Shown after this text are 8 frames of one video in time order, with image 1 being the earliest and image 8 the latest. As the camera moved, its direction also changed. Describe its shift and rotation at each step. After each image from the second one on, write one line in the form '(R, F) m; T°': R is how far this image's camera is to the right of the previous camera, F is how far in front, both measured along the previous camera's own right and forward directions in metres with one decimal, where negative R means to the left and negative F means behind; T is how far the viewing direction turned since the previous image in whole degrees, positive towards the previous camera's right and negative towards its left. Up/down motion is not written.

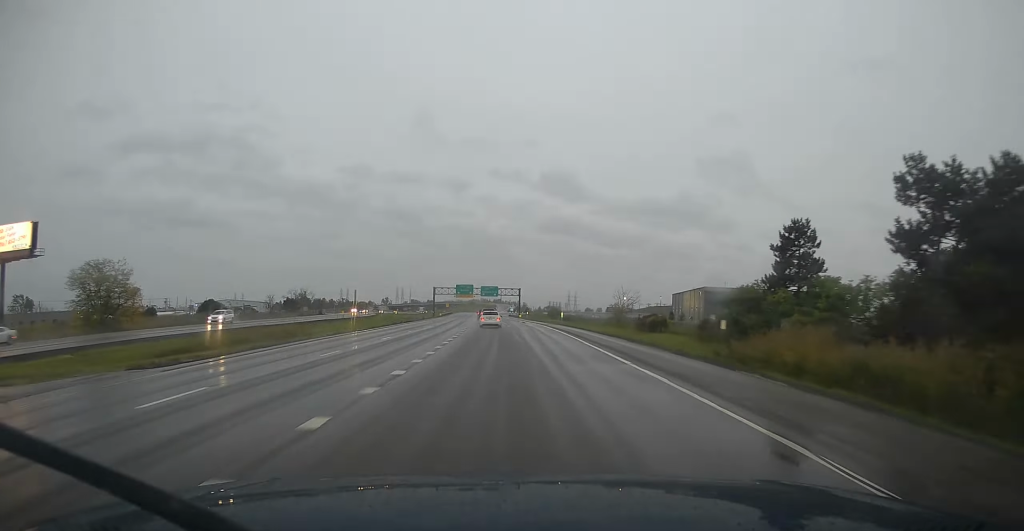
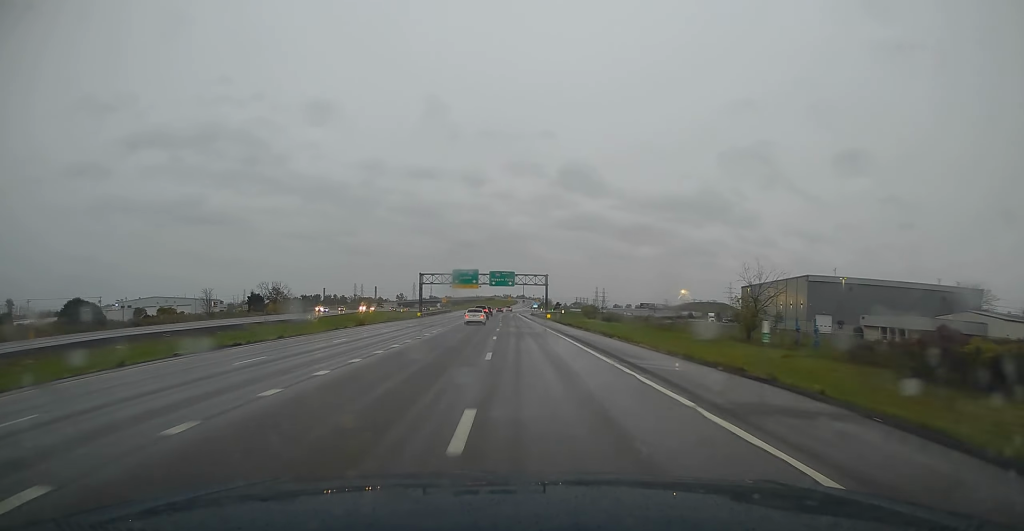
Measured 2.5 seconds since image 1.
(-0.3, +51.5) m; +1°
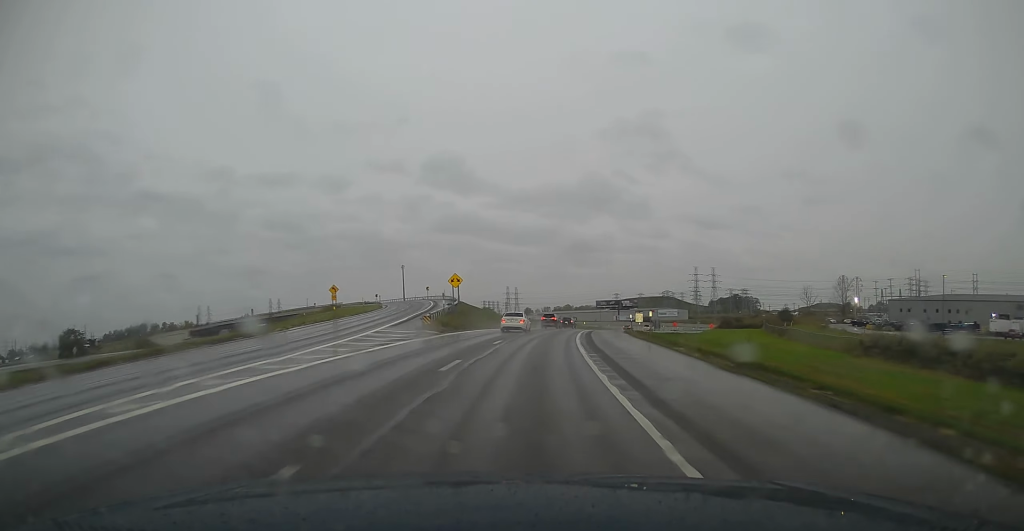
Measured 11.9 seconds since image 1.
(+17.9, +207.2) m; +16°
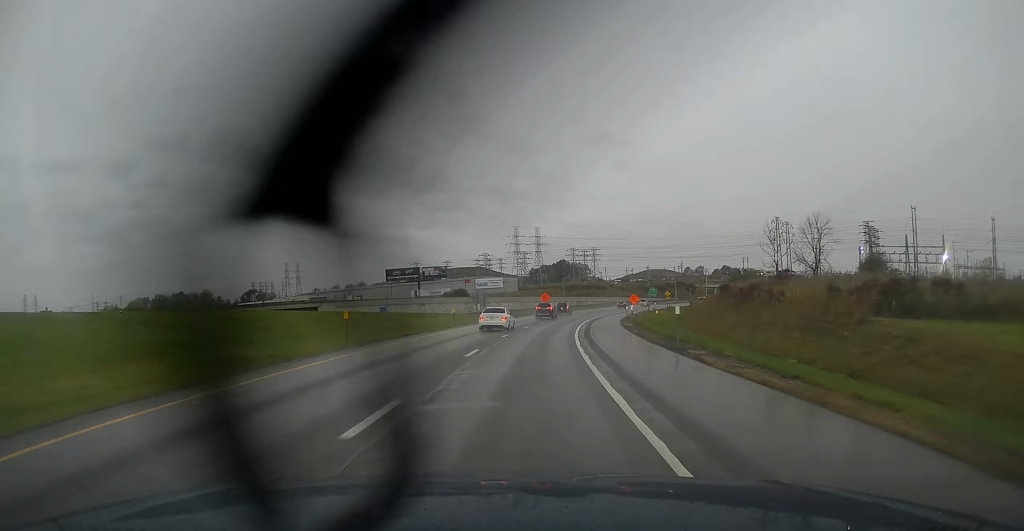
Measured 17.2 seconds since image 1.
(+16.8, +121.2) m; +16°
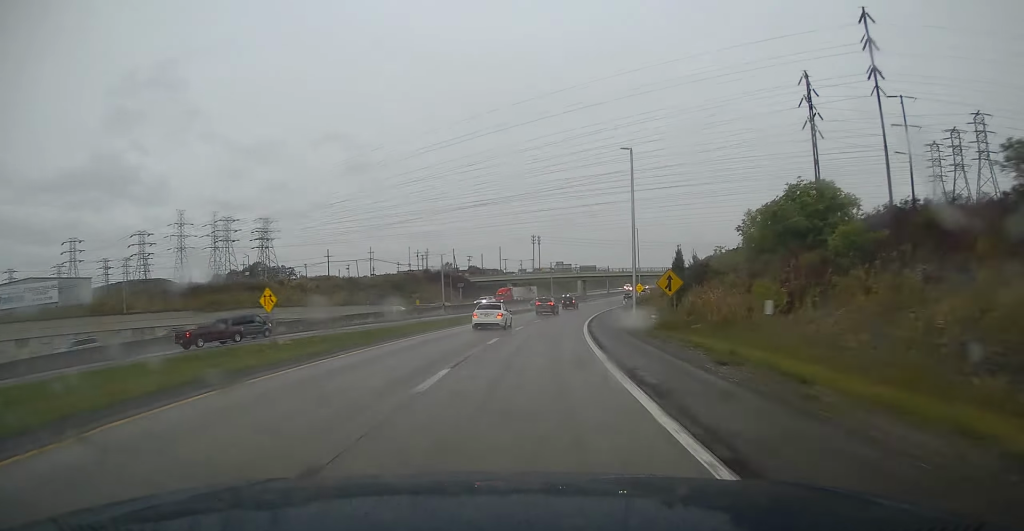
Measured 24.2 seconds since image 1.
(+30.4, +166.4) m; +22°
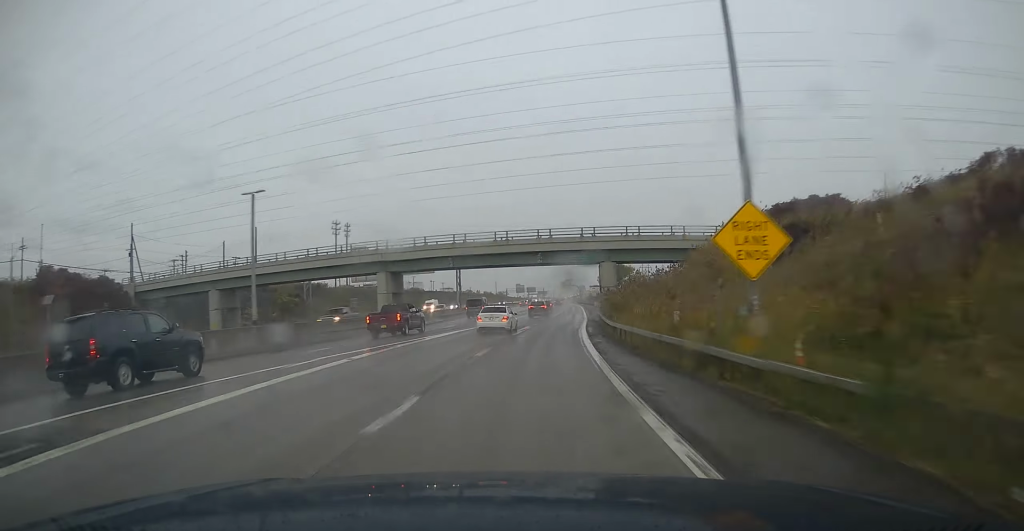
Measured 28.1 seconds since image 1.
(+12.3, +97.0) m; +8°
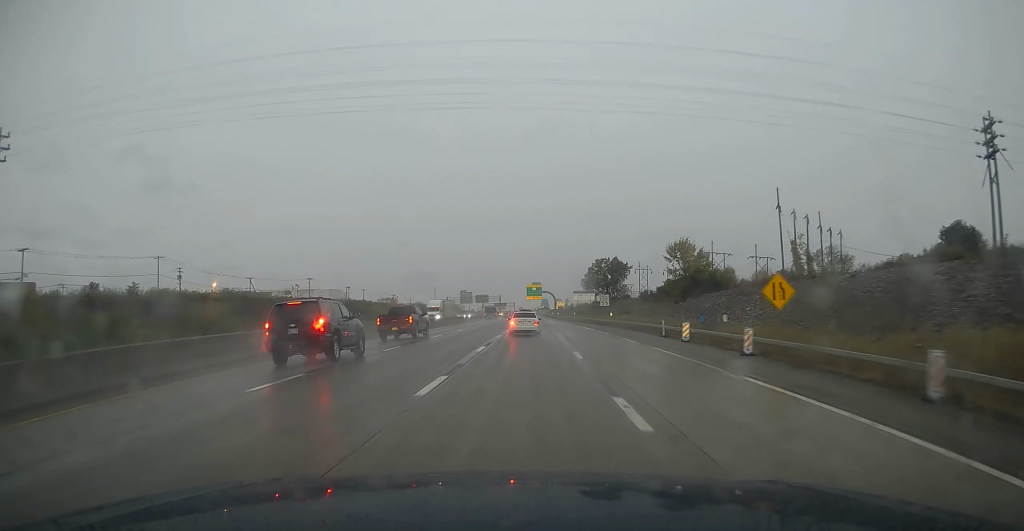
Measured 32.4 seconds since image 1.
(+6.1, +109.5) m; +4°
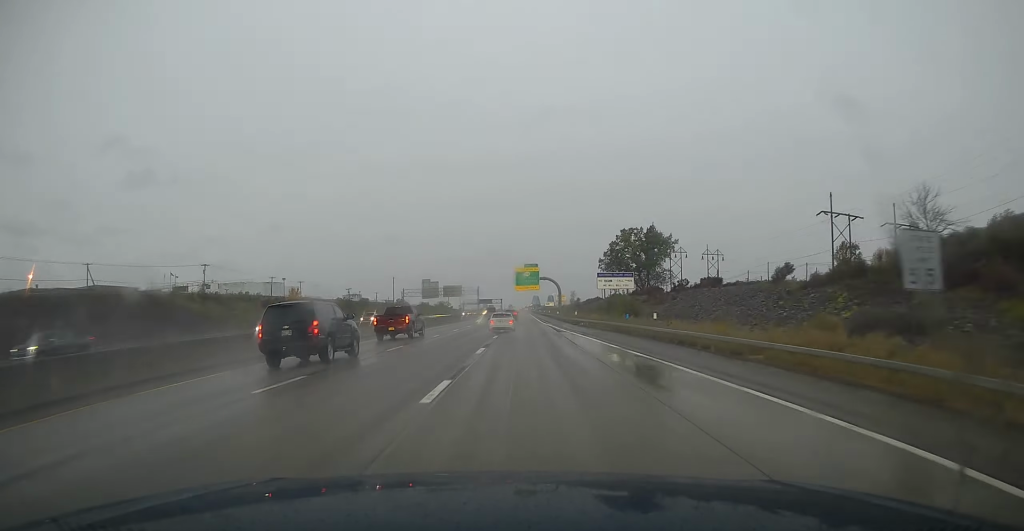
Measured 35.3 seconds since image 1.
(+0.9, +74.4) m; +1°
